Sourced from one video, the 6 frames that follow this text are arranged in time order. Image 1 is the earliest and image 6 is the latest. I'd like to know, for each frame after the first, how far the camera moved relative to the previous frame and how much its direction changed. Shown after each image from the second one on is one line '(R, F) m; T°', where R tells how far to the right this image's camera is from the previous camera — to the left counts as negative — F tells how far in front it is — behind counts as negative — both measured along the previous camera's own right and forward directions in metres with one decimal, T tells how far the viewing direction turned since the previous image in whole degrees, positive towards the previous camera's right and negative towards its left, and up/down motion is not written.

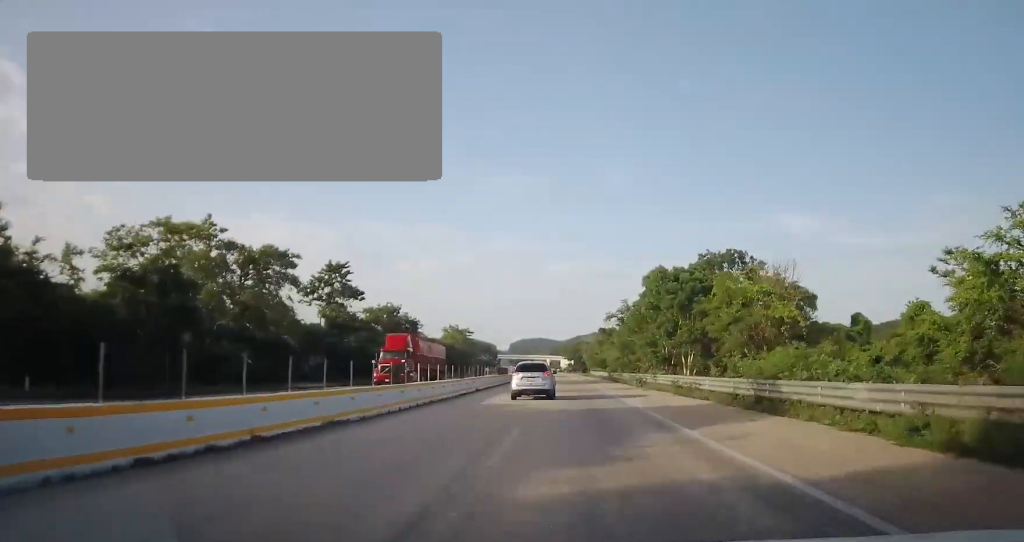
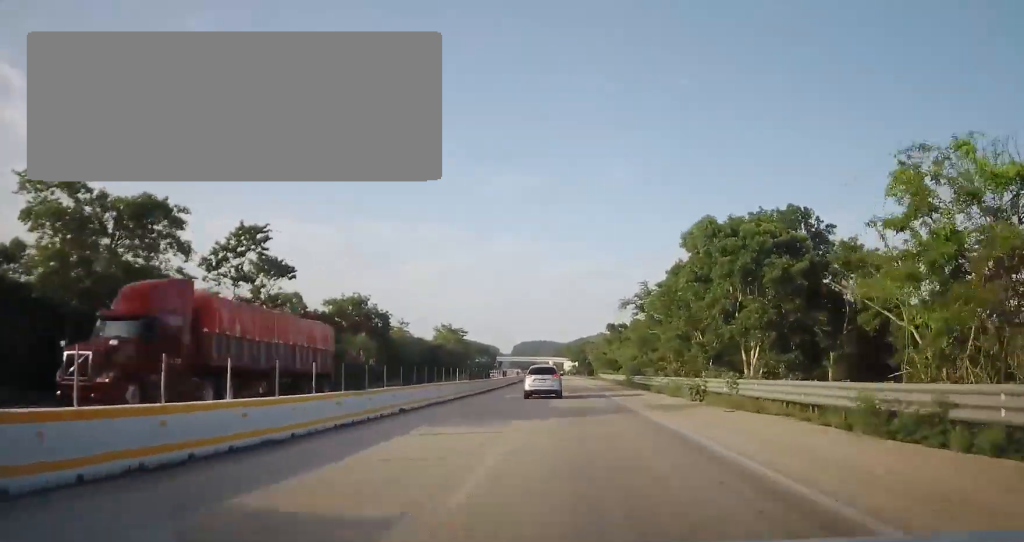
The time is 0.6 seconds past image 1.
(0.0, +18.1) m; 0°
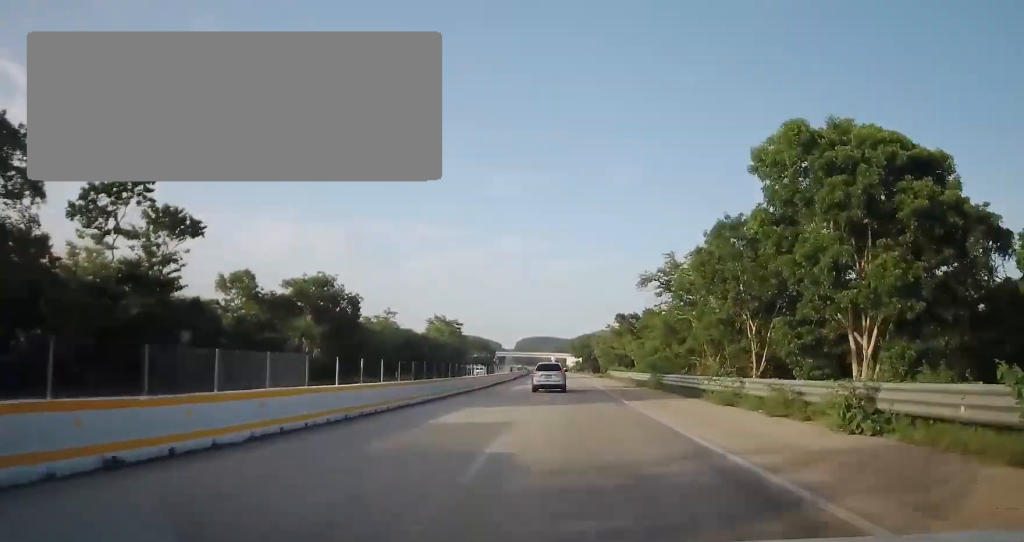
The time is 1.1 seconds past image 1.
(-0.1, +14.2) m; -1°
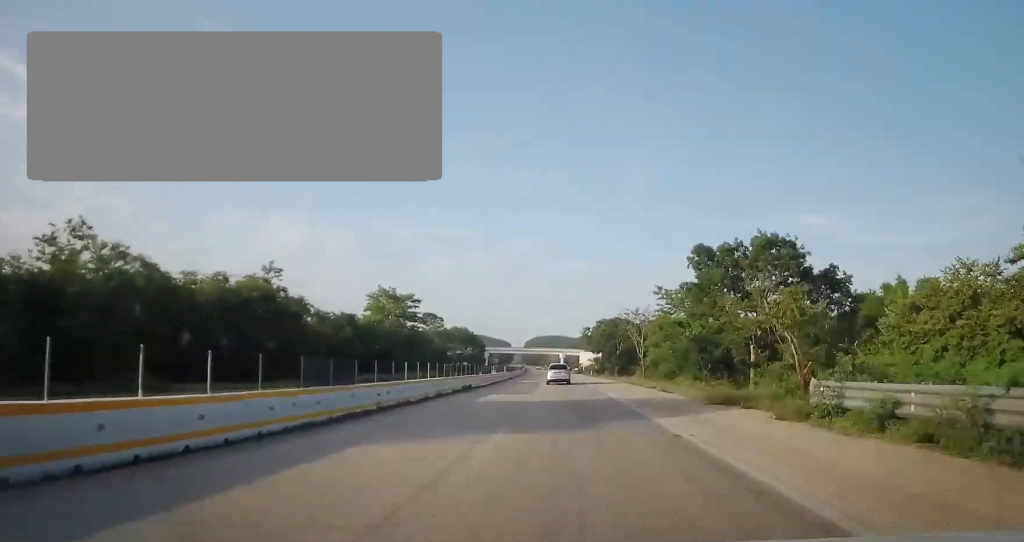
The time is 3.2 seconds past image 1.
(-0.3, +60.1) m; 0°
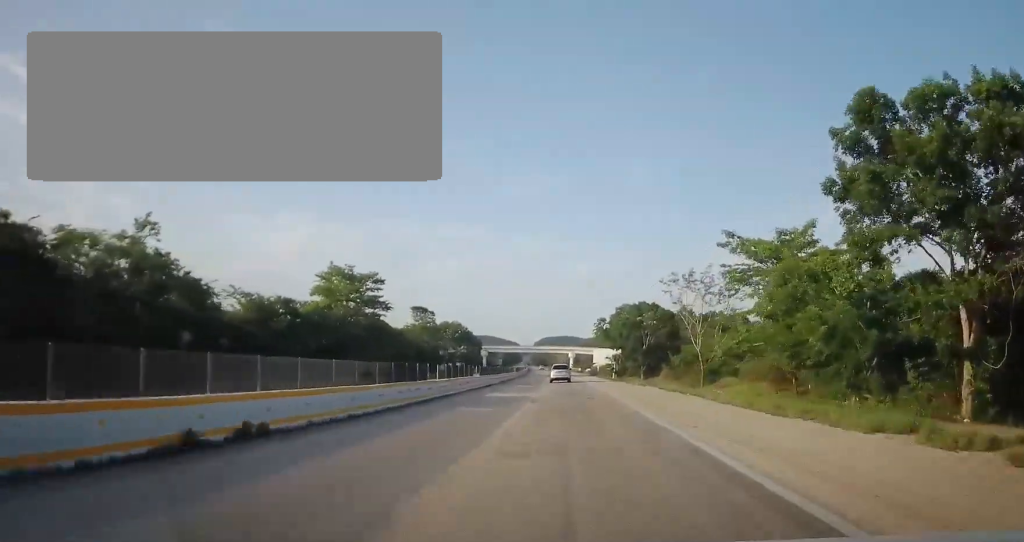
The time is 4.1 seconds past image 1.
(-0.3, +27.9) m; -2°
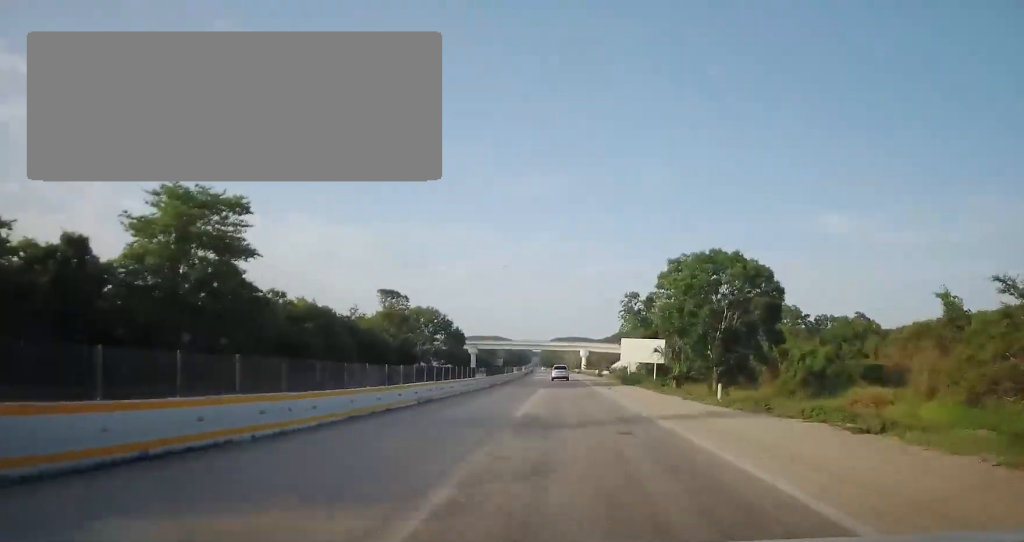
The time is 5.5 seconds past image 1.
(-0.8, +40.5) m; -1°
